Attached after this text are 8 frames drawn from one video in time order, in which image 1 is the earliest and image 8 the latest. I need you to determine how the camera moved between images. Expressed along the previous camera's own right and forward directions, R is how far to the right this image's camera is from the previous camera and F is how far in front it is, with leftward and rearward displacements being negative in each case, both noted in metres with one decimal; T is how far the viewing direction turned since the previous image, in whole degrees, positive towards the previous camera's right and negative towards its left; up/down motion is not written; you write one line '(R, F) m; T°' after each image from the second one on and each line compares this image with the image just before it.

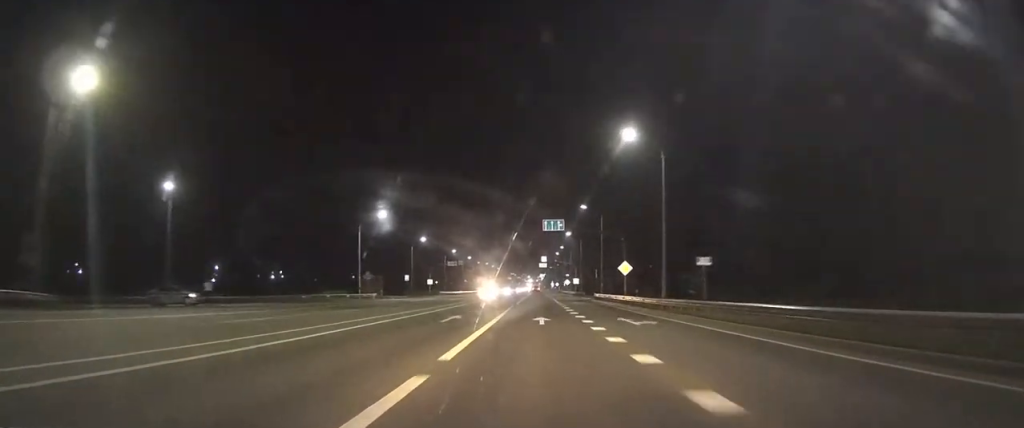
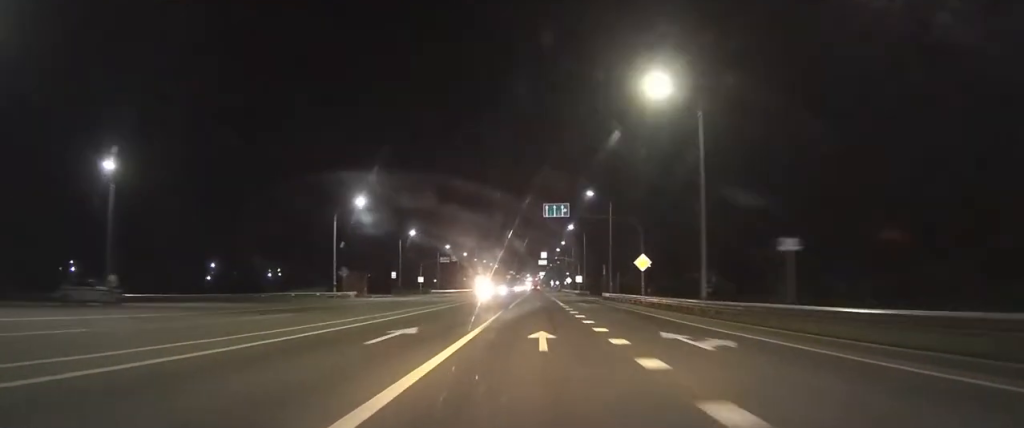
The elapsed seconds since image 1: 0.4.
(0.0, +8.9) m; 0°
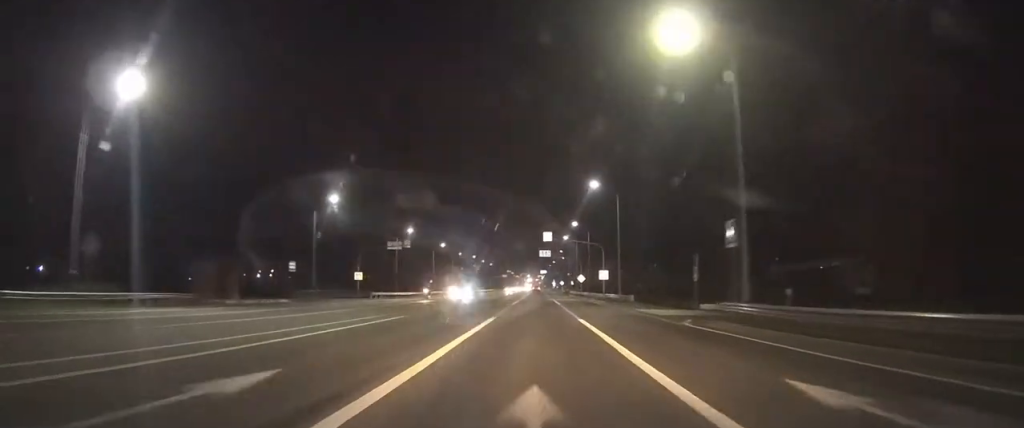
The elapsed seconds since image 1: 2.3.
(-0.2, +39.1) m; -1°
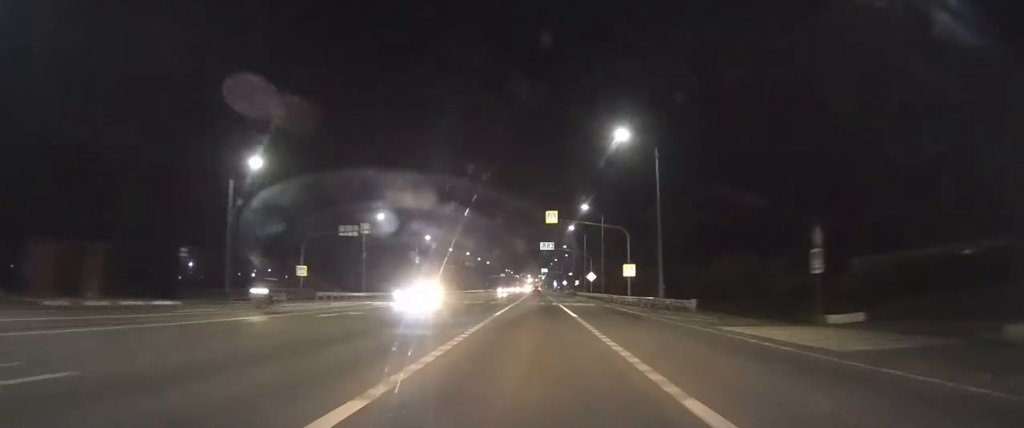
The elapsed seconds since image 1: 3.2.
(0.0, +17.9) m; 0°
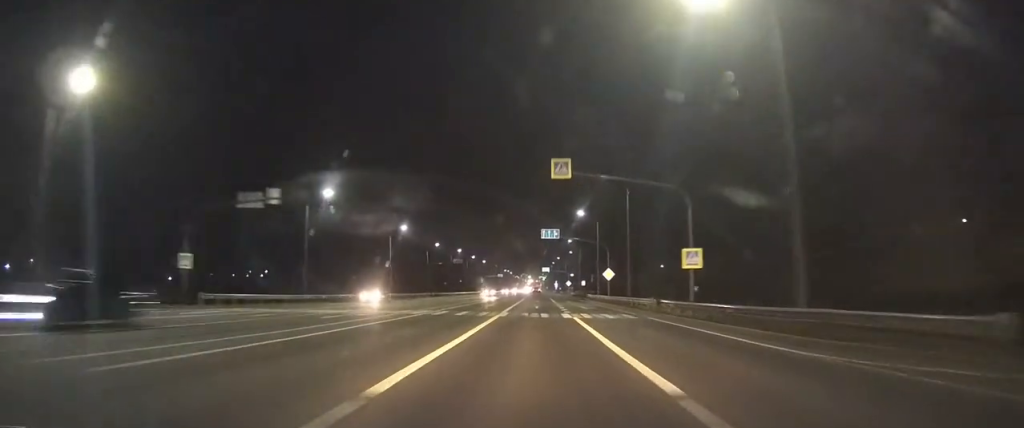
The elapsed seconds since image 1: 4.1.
(0.0, +19.3) m; 0°
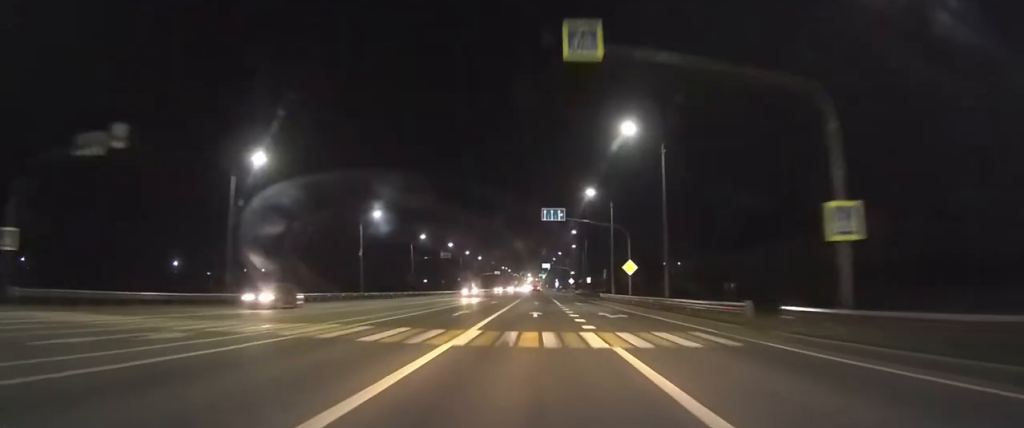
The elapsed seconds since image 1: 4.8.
(0.0, +14.5) m; 0°
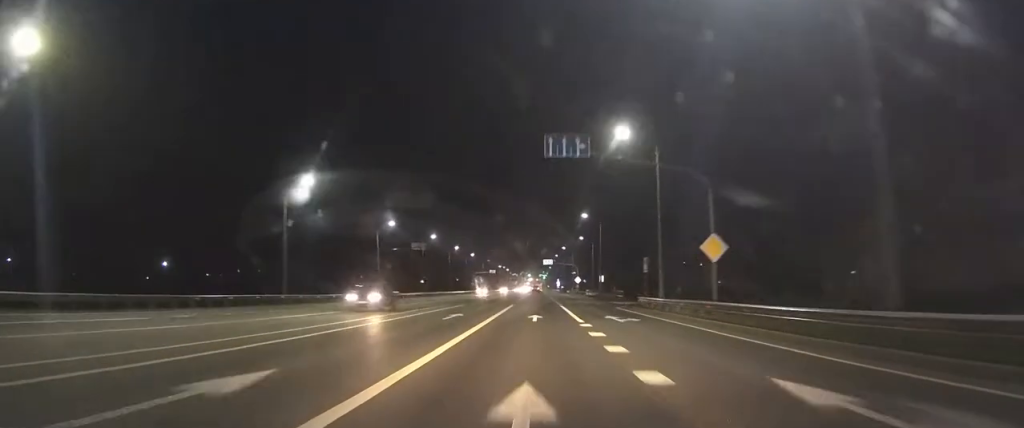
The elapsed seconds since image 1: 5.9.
(0.0, +22.8) m; 0°
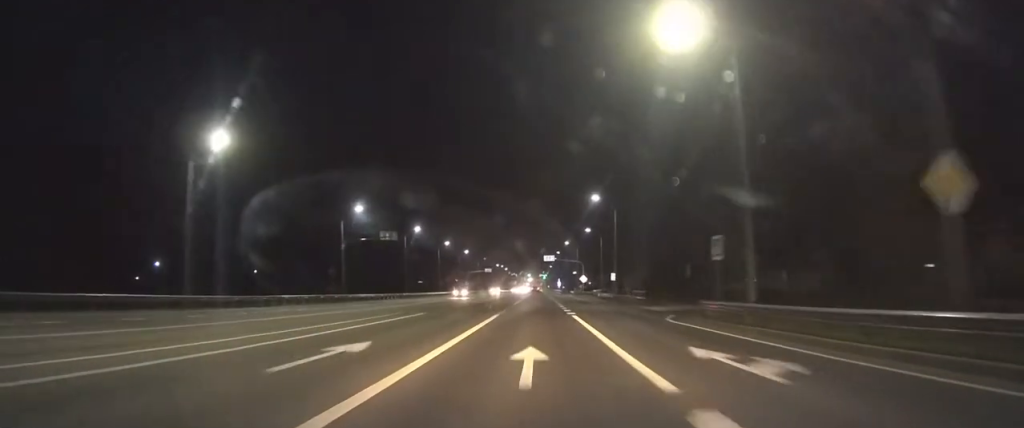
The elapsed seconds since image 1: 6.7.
(0.0, +15.1) m; 0°
